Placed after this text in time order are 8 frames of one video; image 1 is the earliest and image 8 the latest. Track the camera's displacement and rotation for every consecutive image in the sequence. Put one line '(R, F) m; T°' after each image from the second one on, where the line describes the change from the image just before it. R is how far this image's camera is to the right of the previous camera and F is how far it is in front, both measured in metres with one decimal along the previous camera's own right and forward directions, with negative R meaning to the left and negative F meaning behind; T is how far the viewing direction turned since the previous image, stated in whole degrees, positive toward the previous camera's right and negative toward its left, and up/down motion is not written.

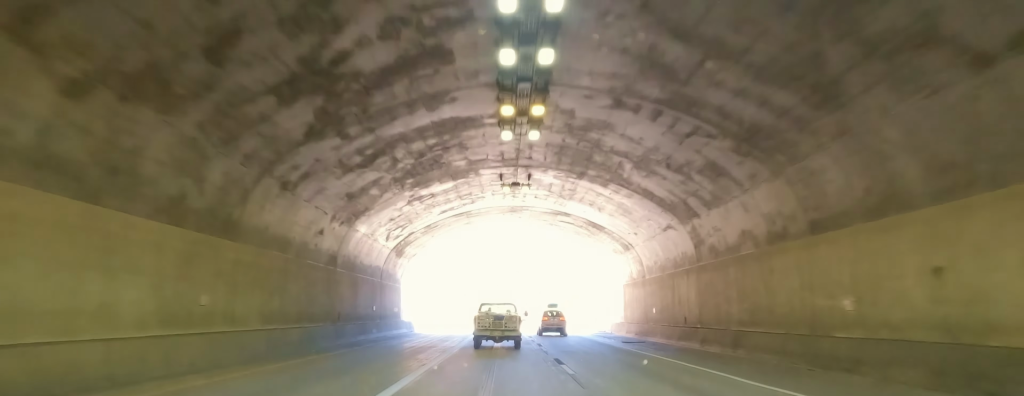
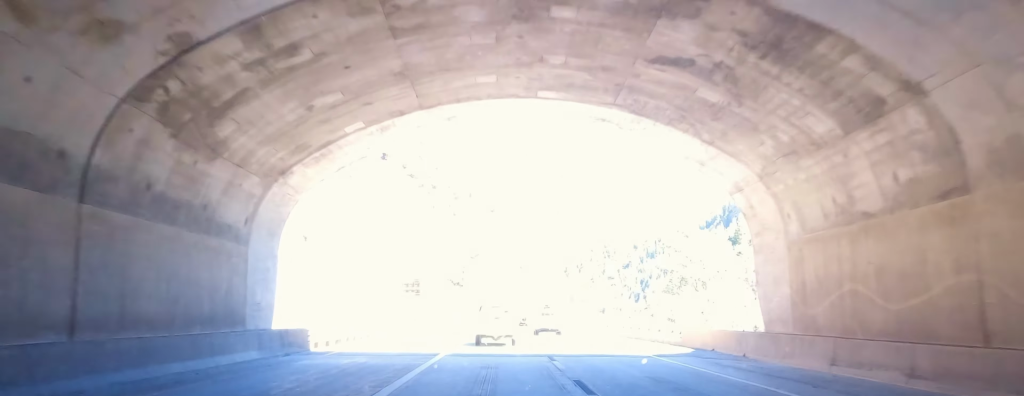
(+1.1, +32.0) m; +3°
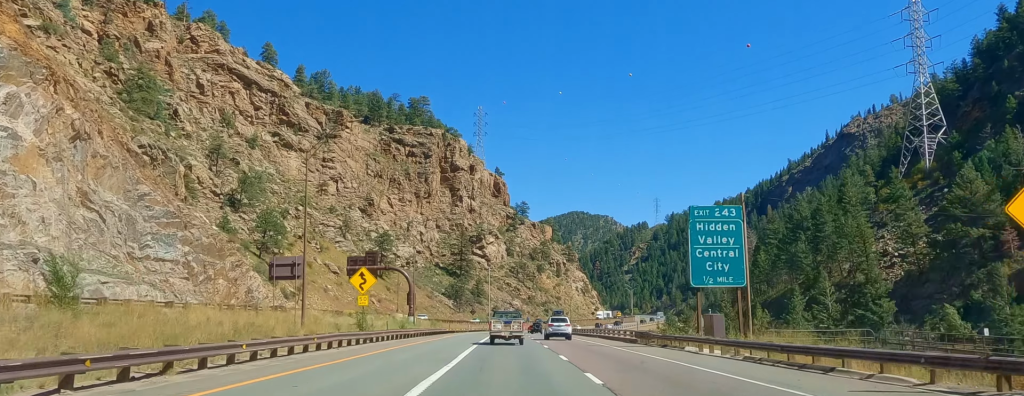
(+3.3, +64.9) m; +3°
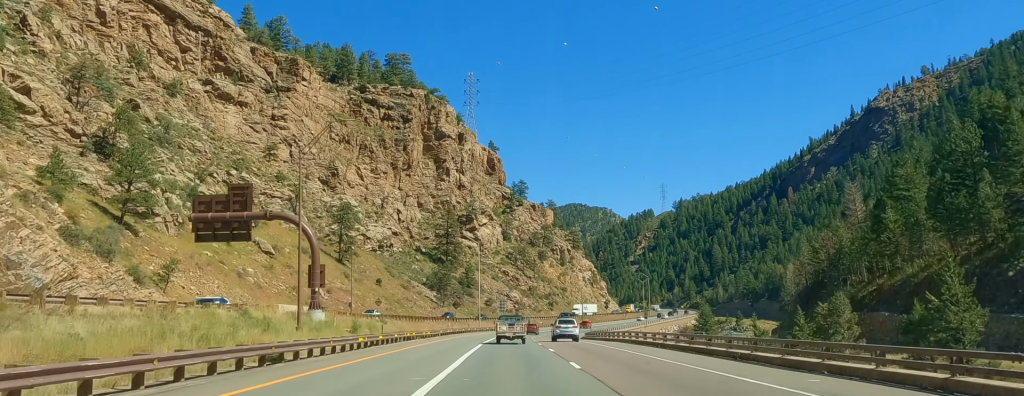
(-1.4, +49.7) m; -2°
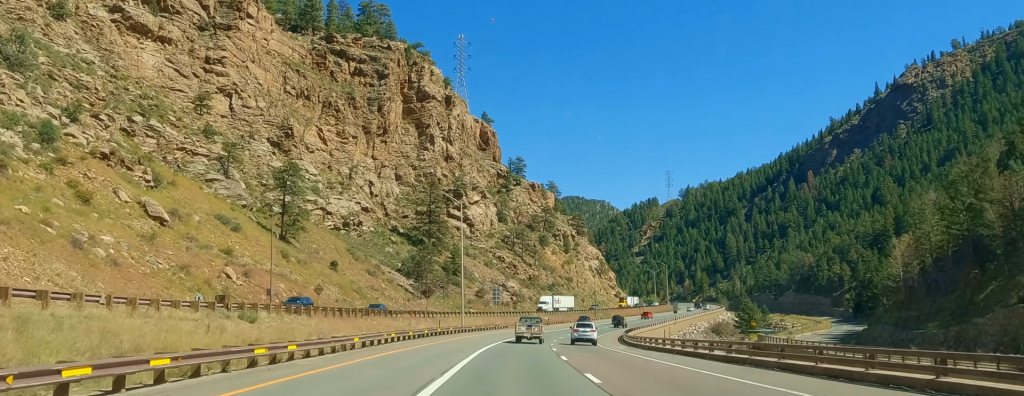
(-1.0, +41.5) m; +2°
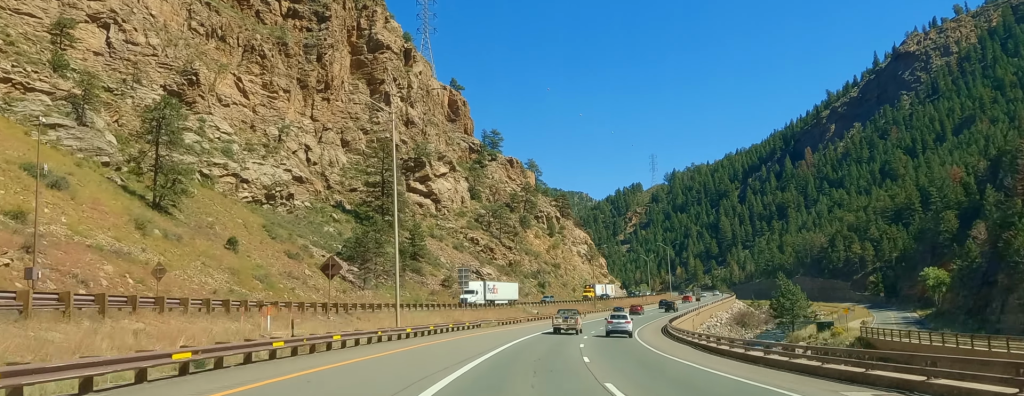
(+2.0, +38.7) m; +5°
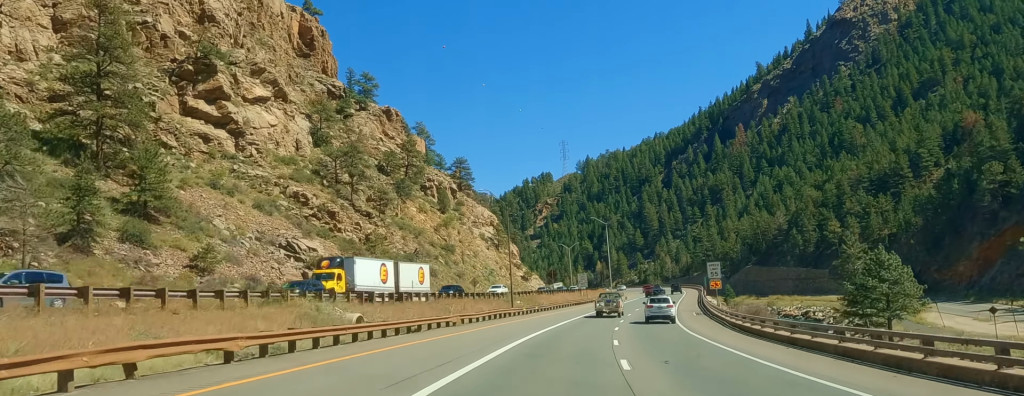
(+4.5, +68.6) m; +8°
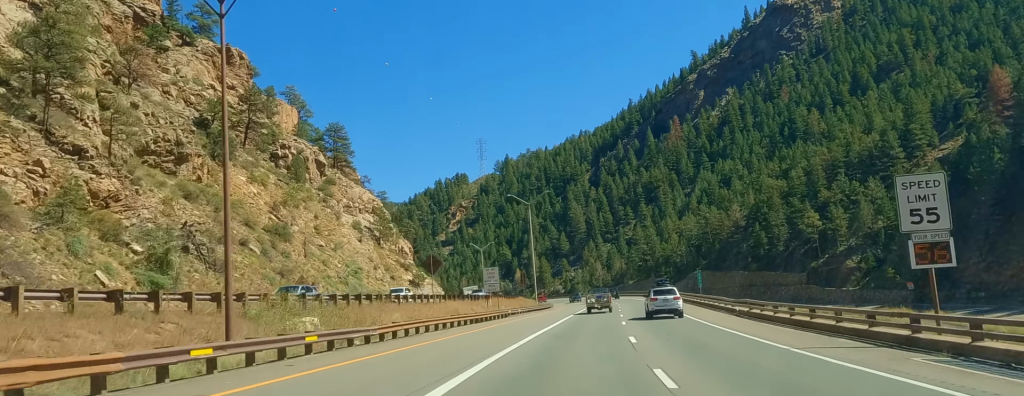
(+2.7, +49.8) m; +6°
